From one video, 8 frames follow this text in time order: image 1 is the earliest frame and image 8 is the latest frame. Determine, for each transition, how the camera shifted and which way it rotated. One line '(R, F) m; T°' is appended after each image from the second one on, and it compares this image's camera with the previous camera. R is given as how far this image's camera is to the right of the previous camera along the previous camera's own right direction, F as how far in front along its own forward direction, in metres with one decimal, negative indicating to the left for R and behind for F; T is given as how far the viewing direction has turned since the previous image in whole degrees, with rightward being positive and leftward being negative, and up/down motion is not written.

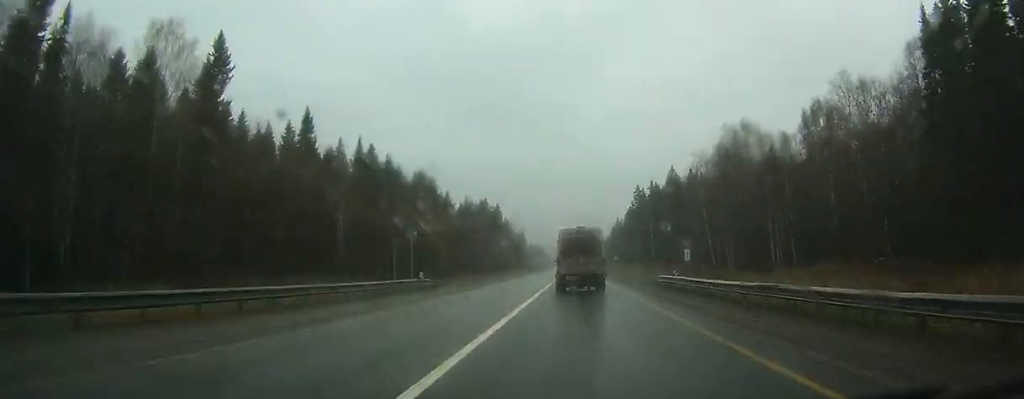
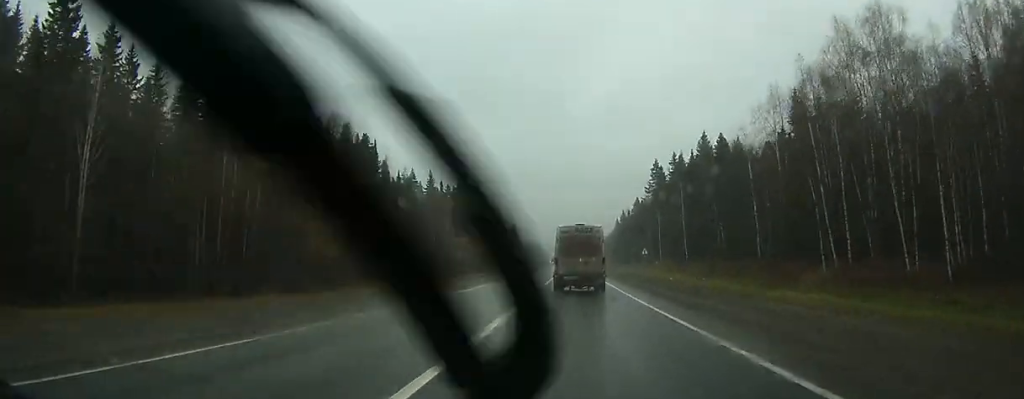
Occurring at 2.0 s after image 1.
(+0.3, +47.3) m; +8°
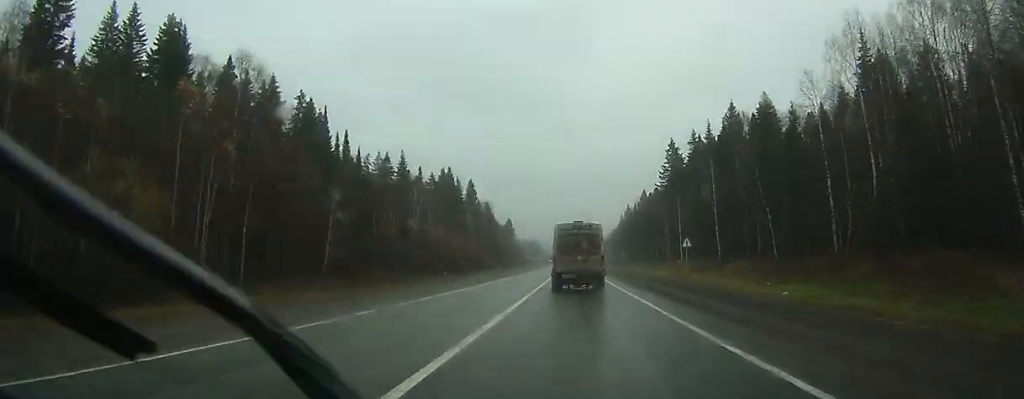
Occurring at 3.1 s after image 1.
(+0.2, +25.3) m; +2°
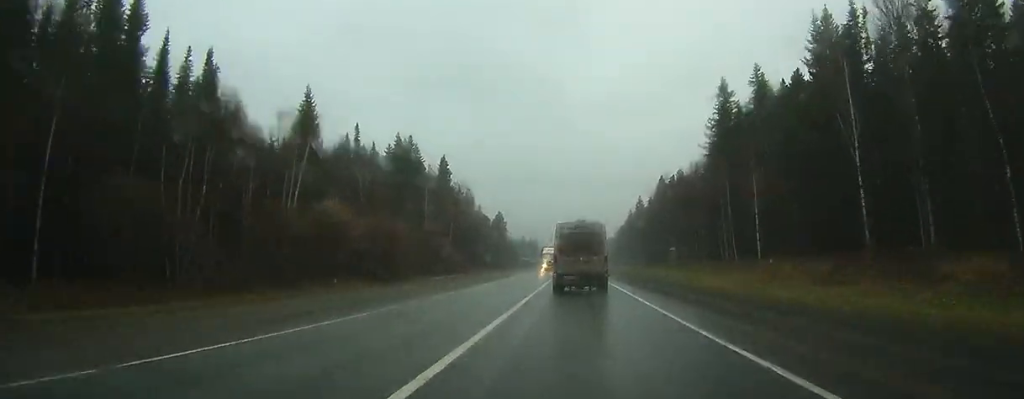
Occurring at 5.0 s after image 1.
(+5.2, +44.9) m; -12°
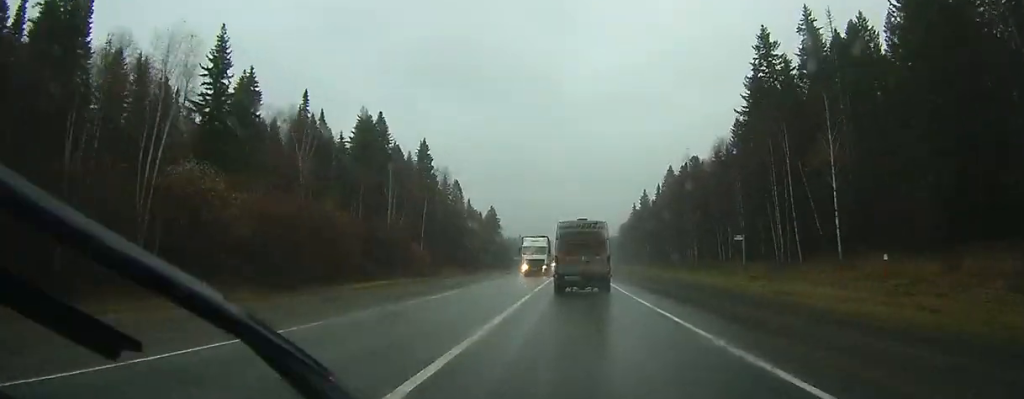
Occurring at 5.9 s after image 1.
(-7.9, +18.9) m; -5°
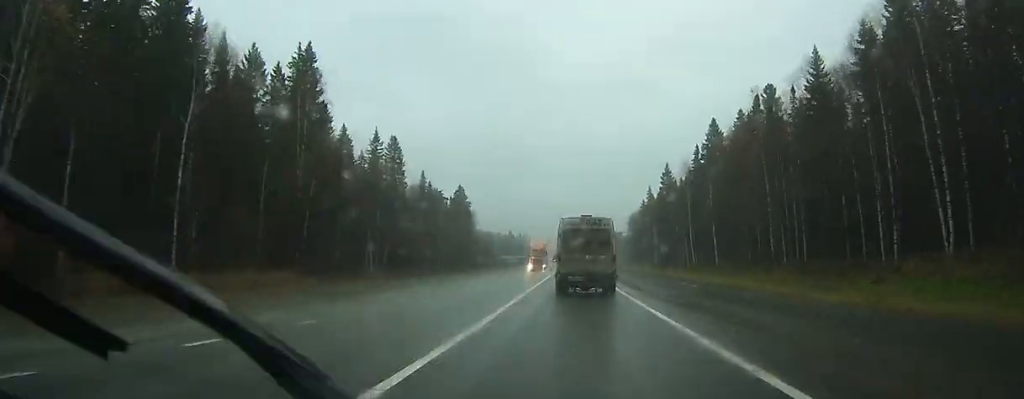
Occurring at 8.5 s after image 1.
(-0.9, +59.6) m; +6°
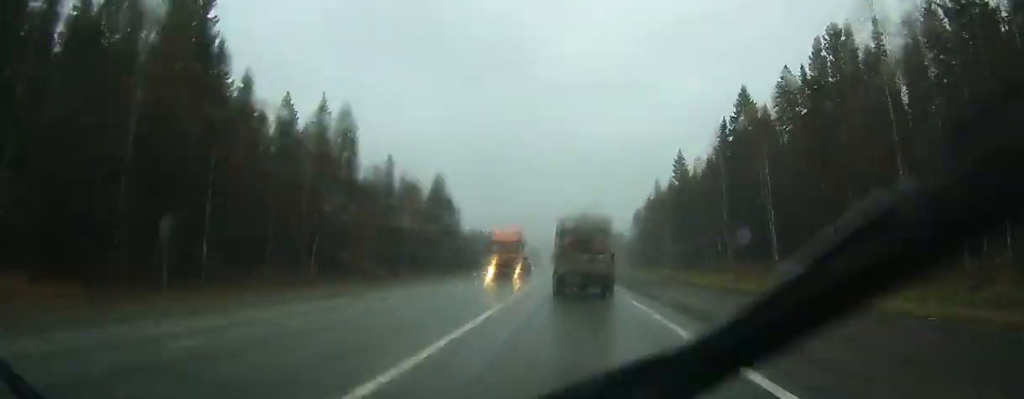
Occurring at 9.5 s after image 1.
(+0.7, +24.2) m; +2°
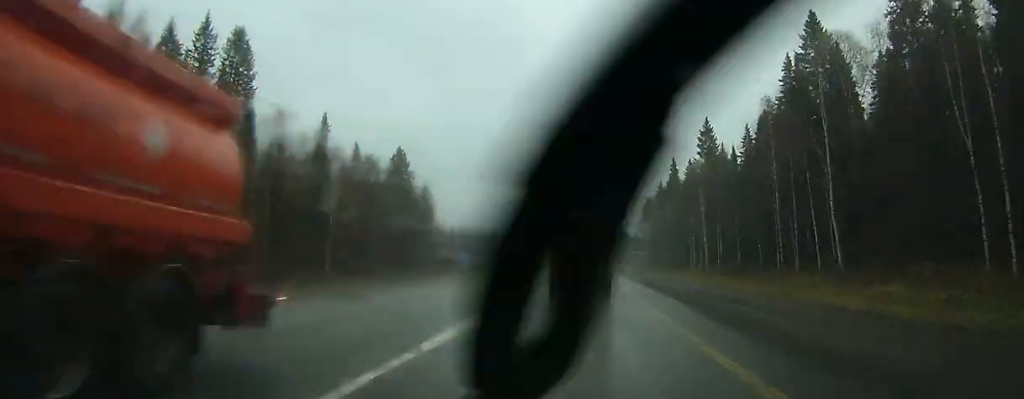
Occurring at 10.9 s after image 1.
(0.0, +31.3) m; +1°
